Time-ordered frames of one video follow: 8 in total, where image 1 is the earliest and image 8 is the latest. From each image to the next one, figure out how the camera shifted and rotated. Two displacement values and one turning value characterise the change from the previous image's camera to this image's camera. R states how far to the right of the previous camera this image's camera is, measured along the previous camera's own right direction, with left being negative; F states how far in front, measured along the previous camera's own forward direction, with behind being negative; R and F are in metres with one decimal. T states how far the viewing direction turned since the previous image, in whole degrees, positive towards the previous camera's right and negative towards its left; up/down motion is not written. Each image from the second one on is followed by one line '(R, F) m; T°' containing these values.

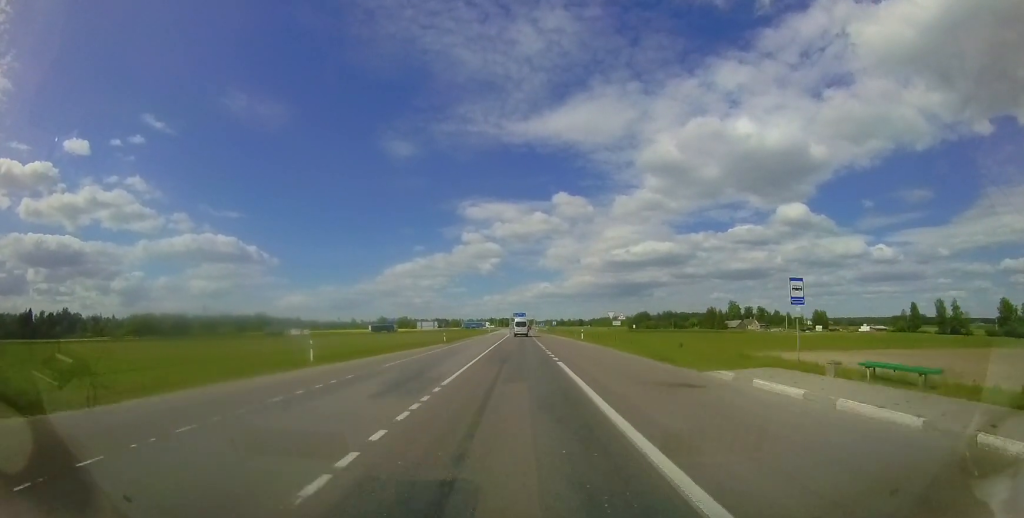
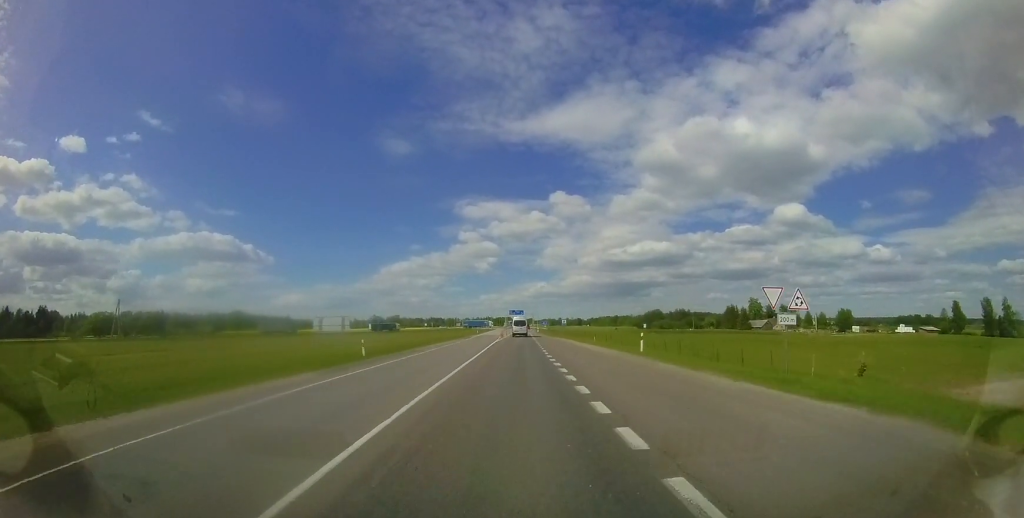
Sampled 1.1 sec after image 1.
(+0.4, +23.4) m; +1°
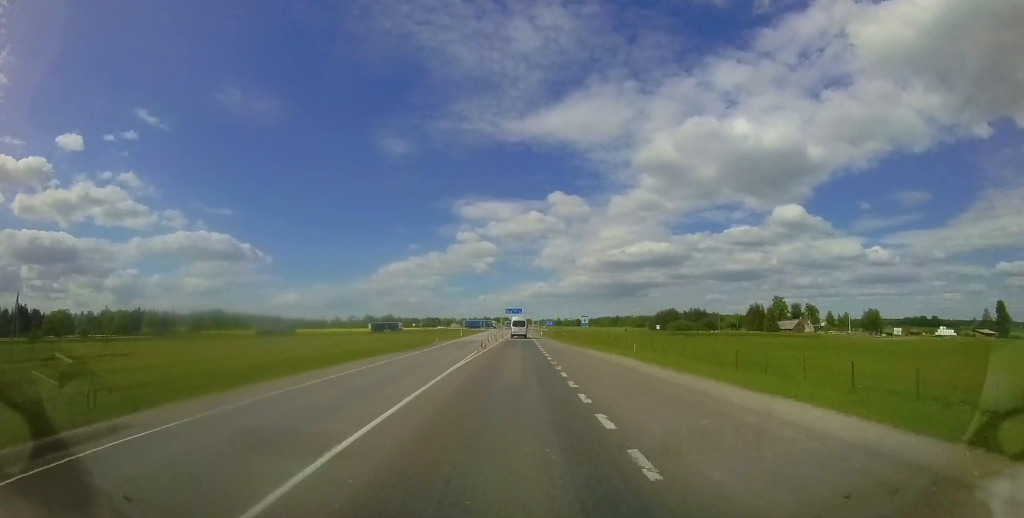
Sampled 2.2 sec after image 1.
(0.0, +20.6) m; +1°
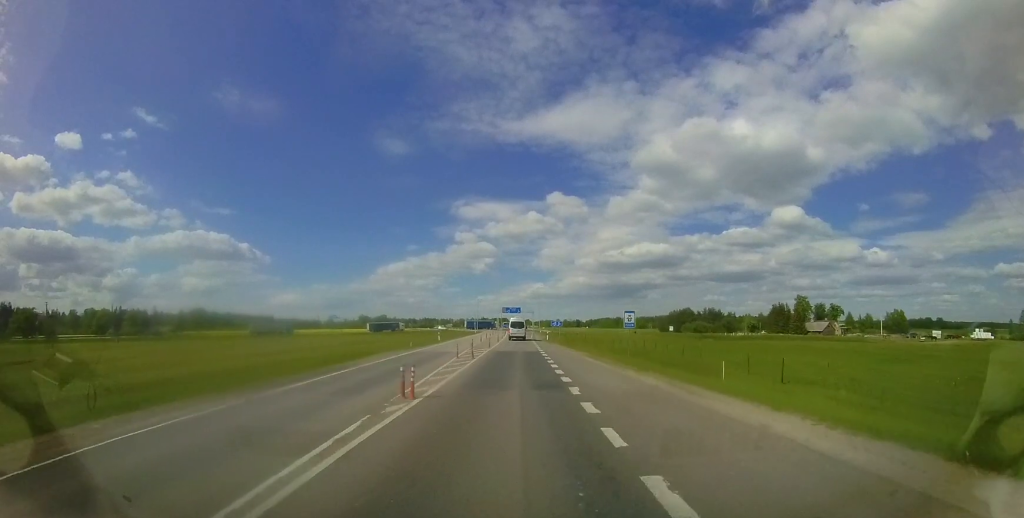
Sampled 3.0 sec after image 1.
(+0.3, +16.6) m; 0°
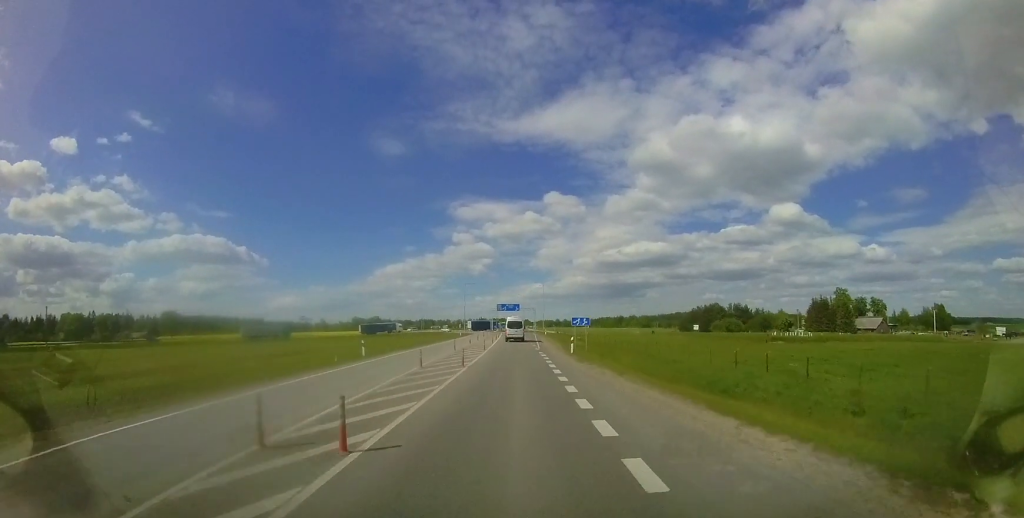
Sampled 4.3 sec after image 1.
(-0.3, +22.9) m; -1°
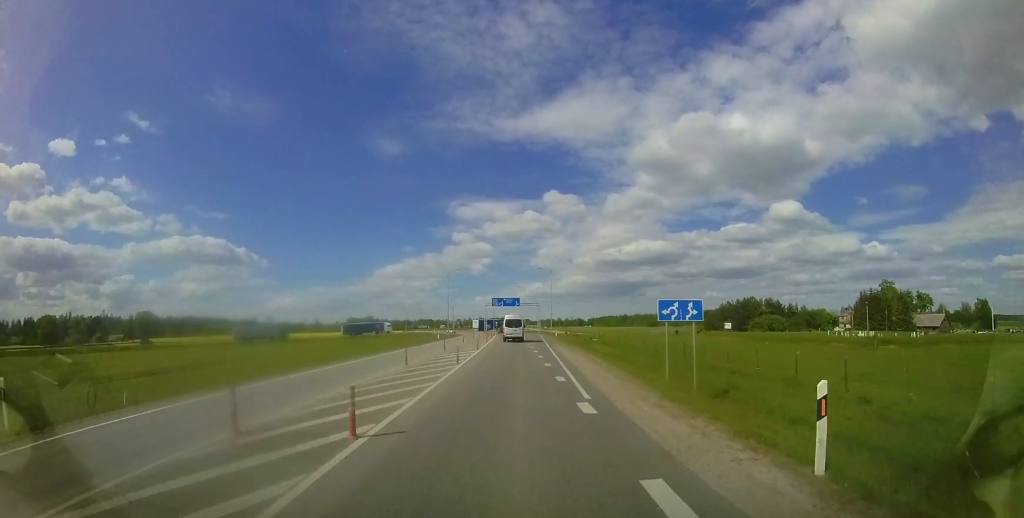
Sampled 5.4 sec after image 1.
(+0.1, +19.8) m; +1°
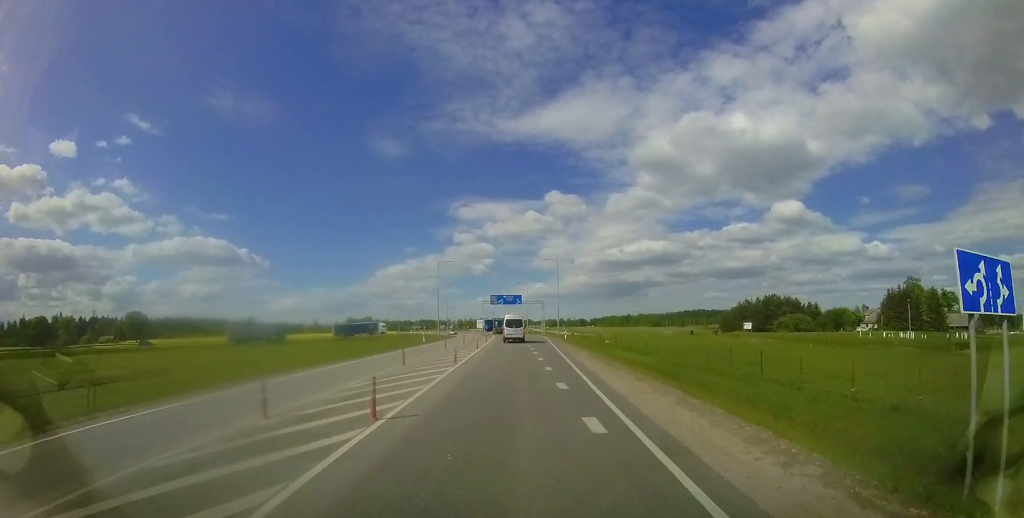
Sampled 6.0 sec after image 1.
(+0.1, +9.2) m; +1°
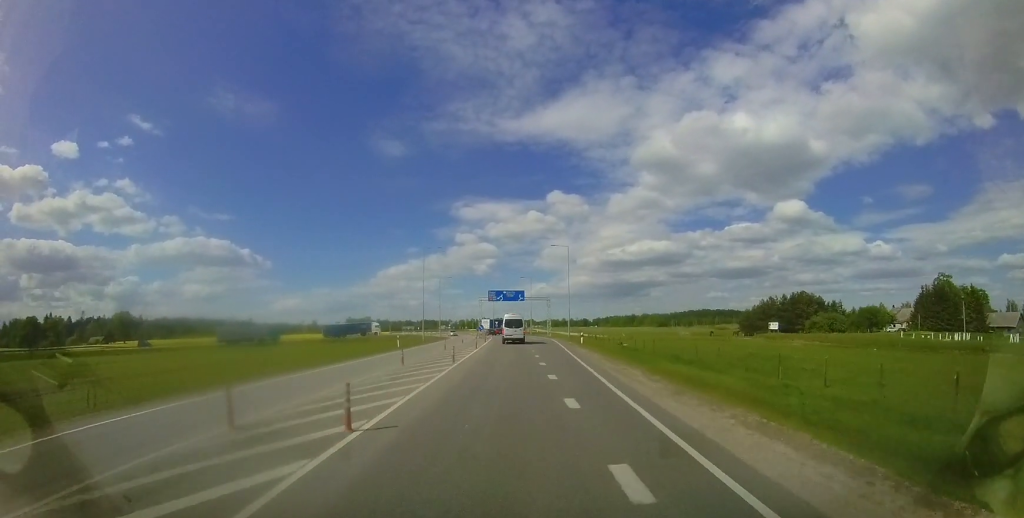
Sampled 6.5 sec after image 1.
(0.0, +9.7) m; 0°
